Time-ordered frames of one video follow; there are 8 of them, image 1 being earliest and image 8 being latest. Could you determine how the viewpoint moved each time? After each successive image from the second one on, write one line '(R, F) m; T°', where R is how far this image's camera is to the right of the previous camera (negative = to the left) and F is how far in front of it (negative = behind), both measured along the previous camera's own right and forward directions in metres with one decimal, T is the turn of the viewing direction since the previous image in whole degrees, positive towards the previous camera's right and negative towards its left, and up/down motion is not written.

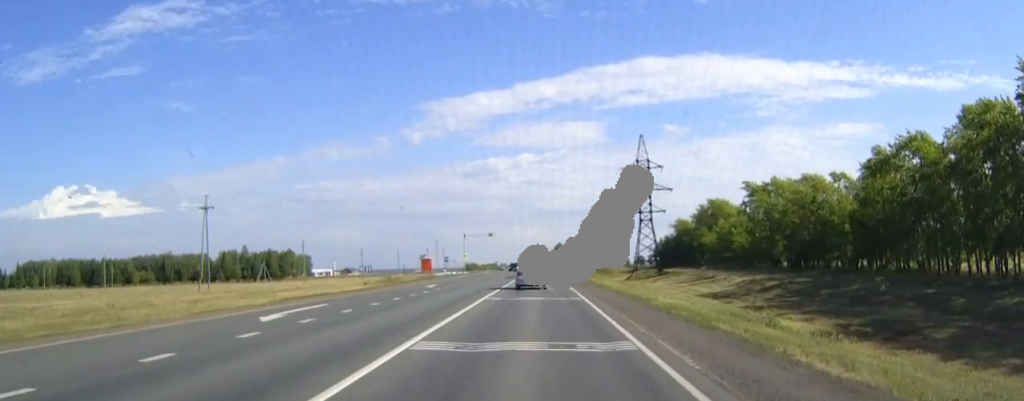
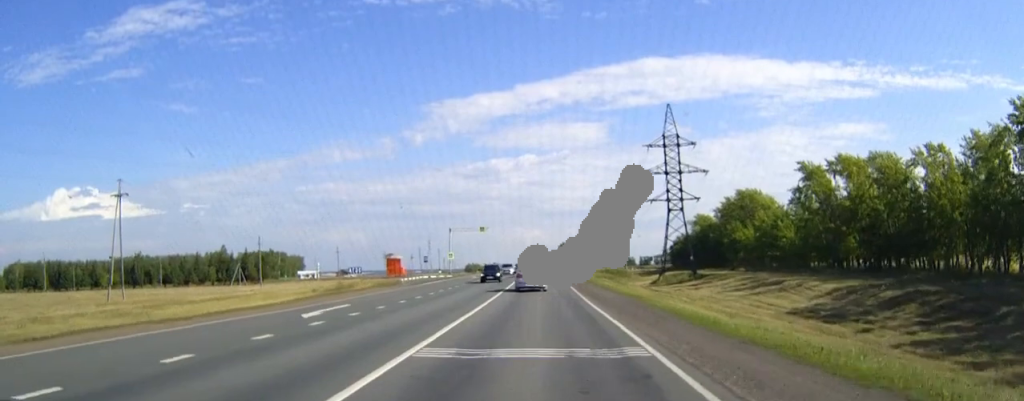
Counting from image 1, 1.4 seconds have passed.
(0.0, +27.5) m; 0°
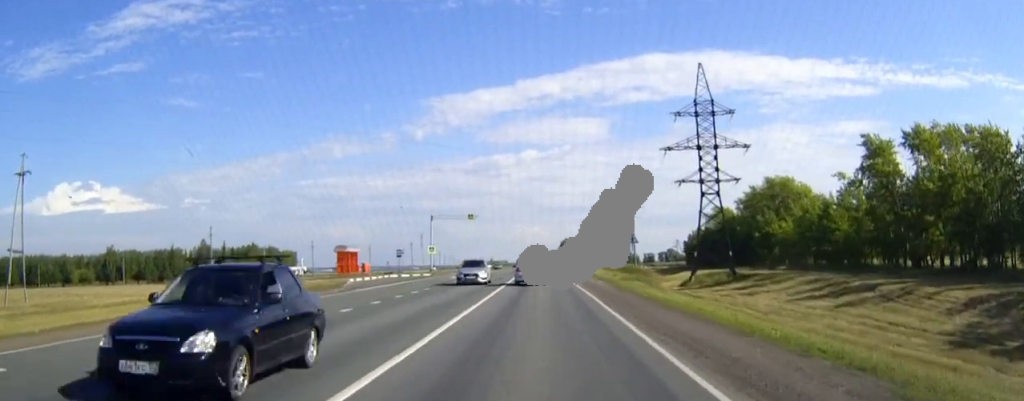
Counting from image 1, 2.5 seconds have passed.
(0.0, +21.7) m; 0°
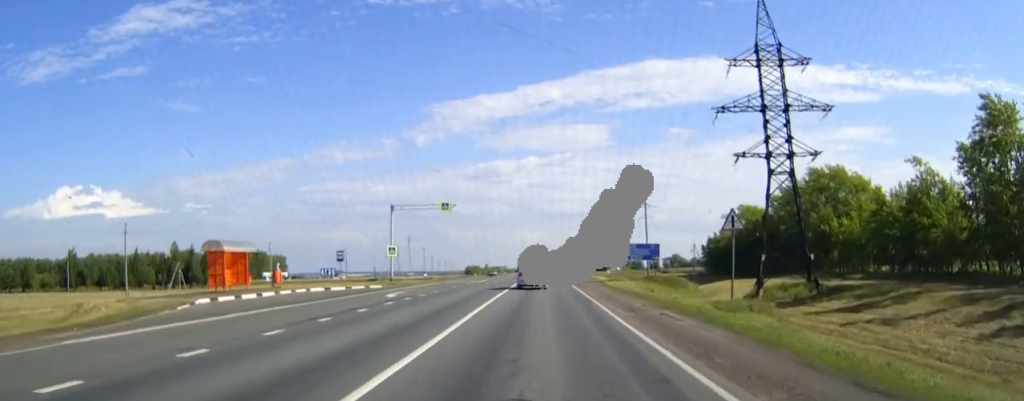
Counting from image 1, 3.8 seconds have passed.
(0.0, +26.3) m; 0°
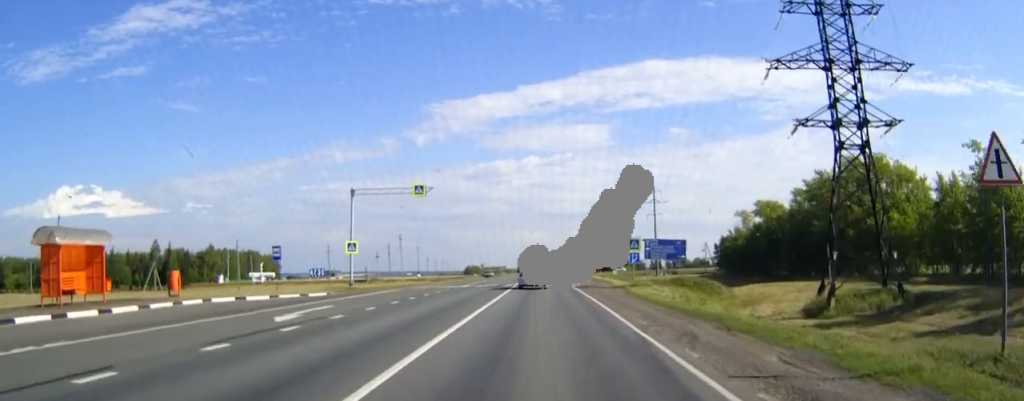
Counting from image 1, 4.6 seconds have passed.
(0.0, +15.2) m; 0°
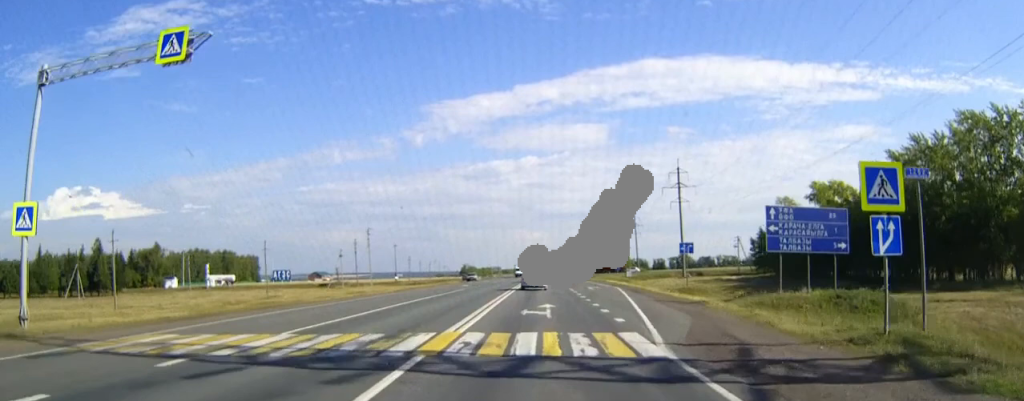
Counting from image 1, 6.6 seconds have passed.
(+0.1, +37.6) m; 0°
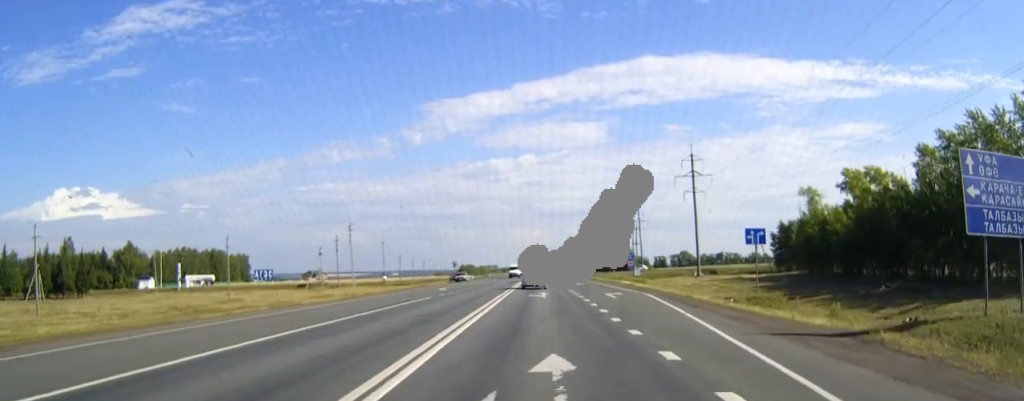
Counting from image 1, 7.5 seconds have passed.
(0.0, +15.7) m; 0°
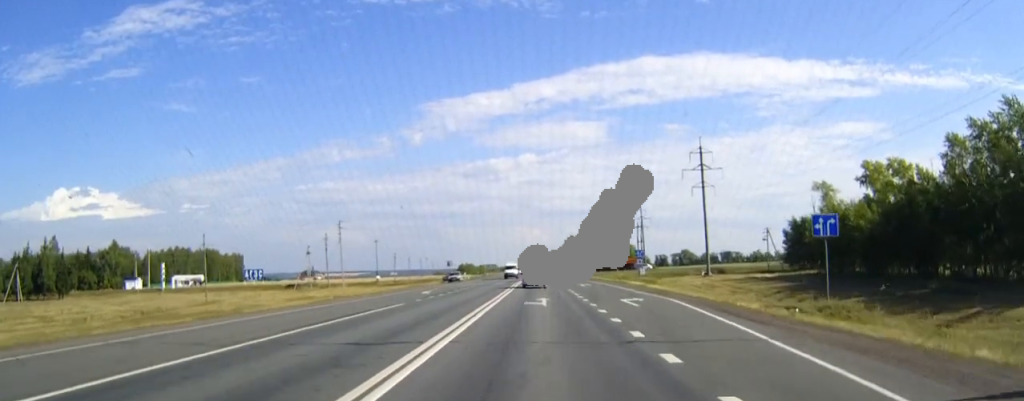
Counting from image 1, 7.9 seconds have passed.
(0.0, +8.2) m; 0°
